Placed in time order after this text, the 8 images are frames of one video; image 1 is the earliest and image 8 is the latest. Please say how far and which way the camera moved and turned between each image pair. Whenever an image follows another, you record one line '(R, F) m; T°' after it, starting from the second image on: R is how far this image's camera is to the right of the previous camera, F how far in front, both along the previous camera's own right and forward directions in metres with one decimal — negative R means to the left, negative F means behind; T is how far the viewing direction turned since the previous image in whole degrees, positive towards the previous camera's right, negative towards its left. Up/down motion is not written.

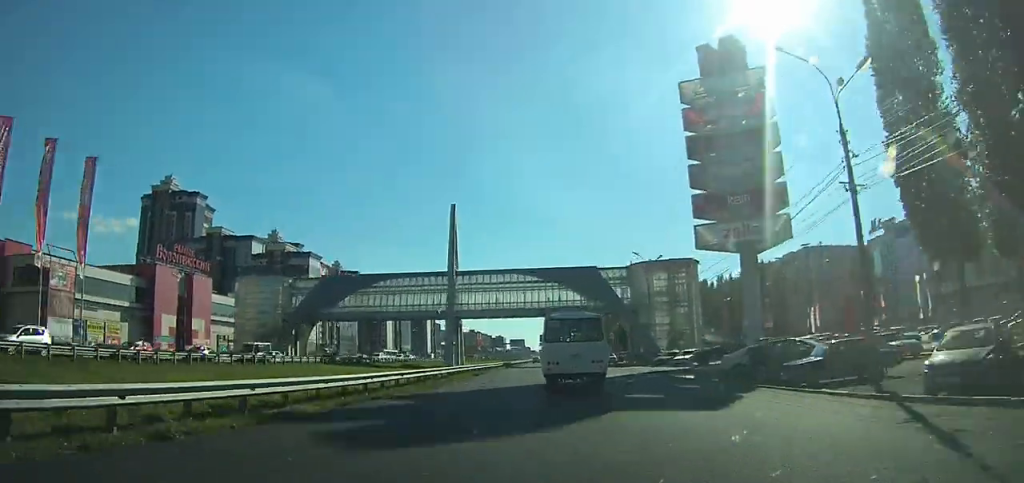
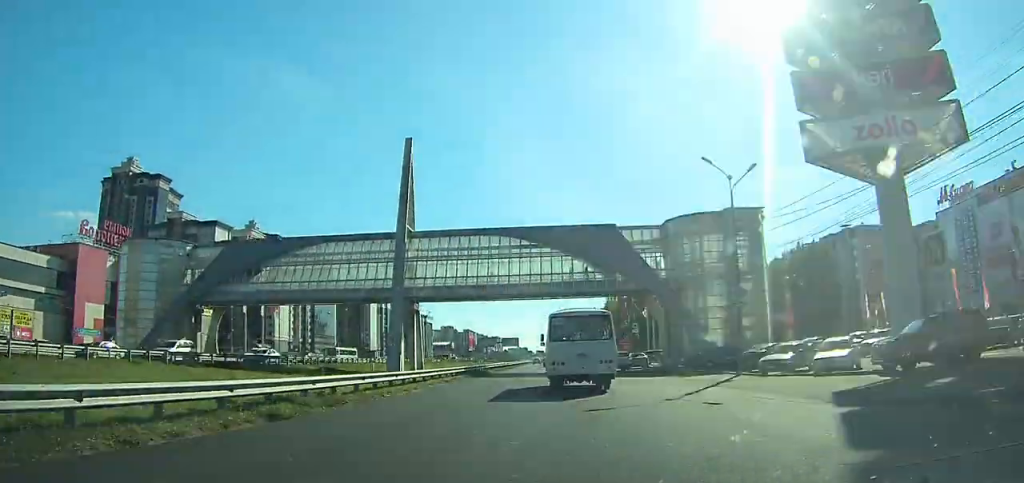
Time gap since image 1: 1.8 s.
(-0.1, +29.2) m; 0°
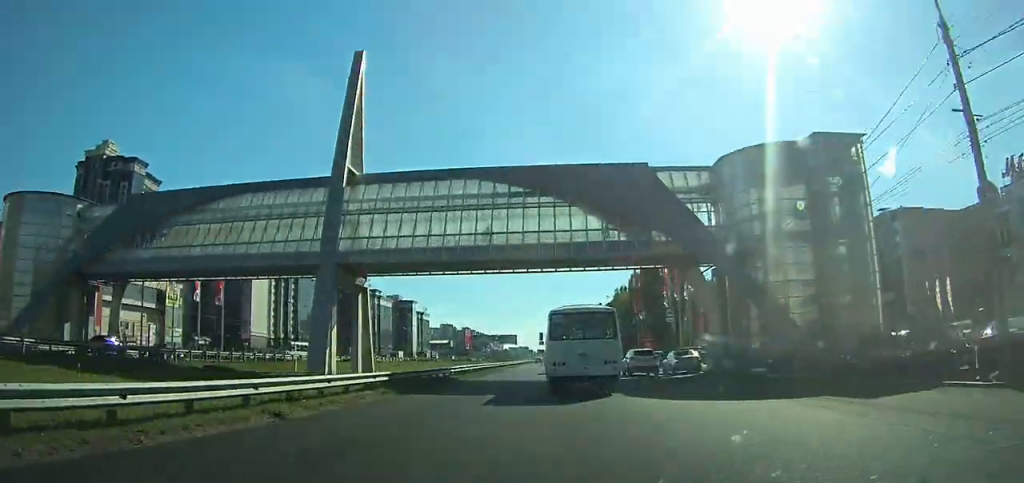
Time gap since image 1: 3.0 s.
(-0.7, +19.1) m; +1°
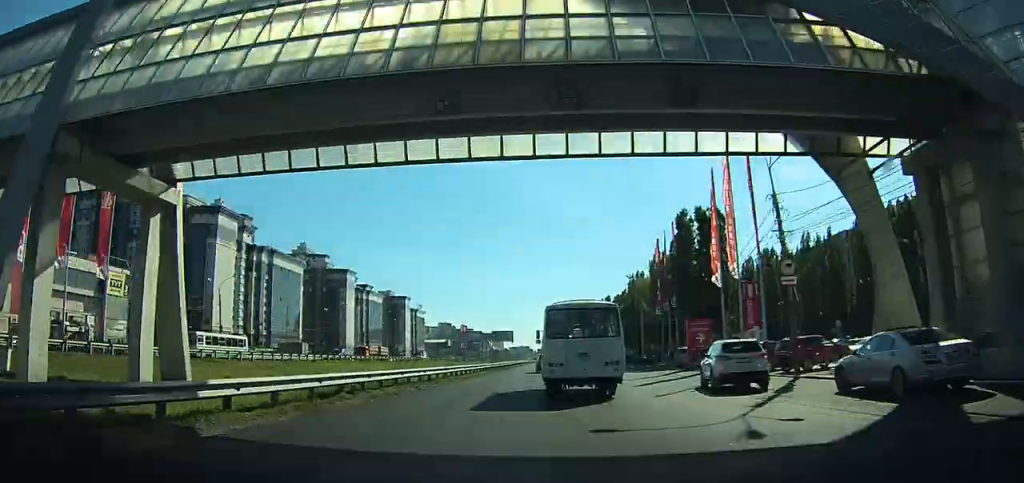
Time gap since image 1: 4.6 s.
(-0.3, +24.8) m; +1°
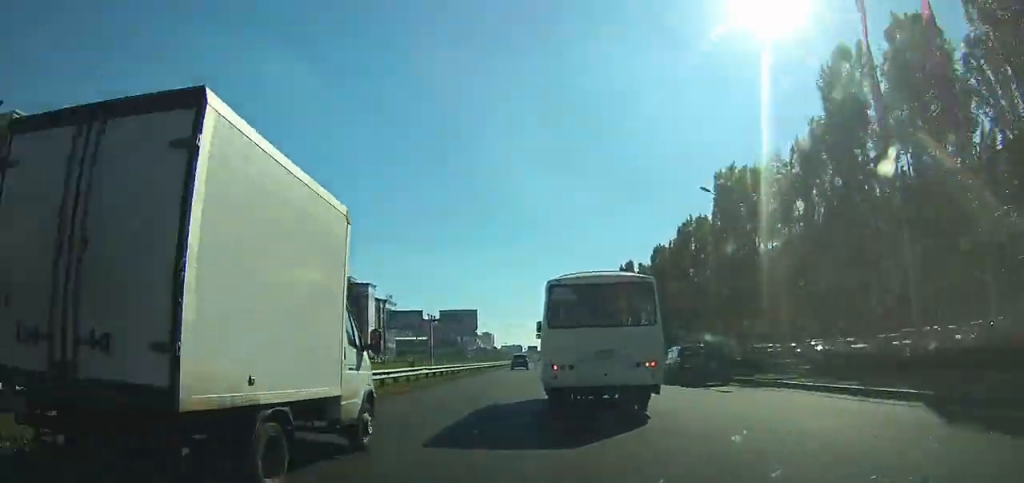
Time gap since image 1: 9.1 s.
(-0.8, +62.8) m; -5°
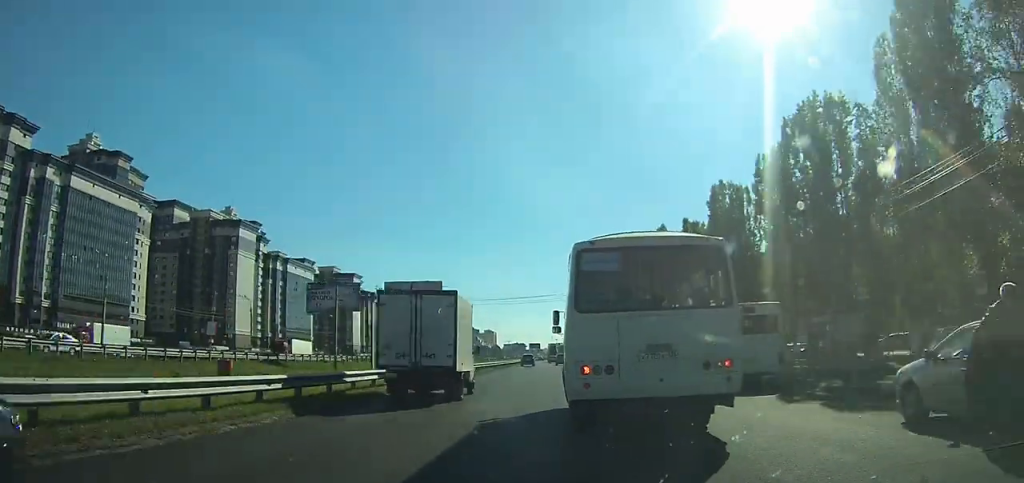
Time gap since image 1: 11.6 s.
(-0.6, +31.7) m; 0°
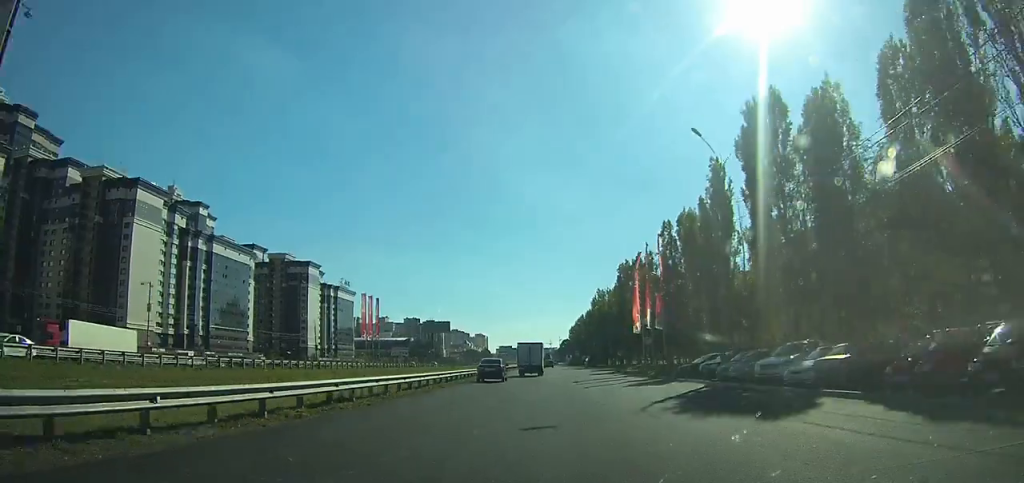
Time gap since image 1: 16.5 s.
(+2.5, +63.2) m; +3°
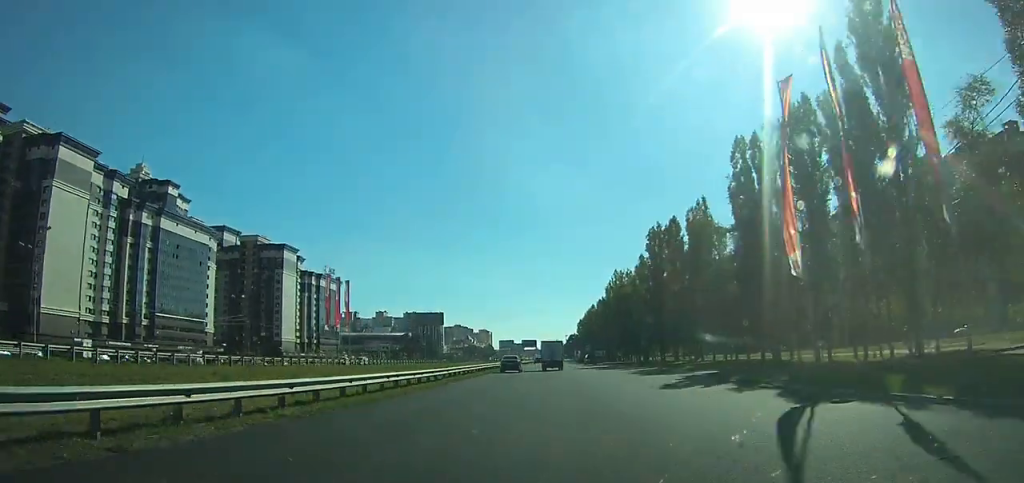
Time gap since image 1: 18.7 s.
(-0.1, +31.2) m; 0°
